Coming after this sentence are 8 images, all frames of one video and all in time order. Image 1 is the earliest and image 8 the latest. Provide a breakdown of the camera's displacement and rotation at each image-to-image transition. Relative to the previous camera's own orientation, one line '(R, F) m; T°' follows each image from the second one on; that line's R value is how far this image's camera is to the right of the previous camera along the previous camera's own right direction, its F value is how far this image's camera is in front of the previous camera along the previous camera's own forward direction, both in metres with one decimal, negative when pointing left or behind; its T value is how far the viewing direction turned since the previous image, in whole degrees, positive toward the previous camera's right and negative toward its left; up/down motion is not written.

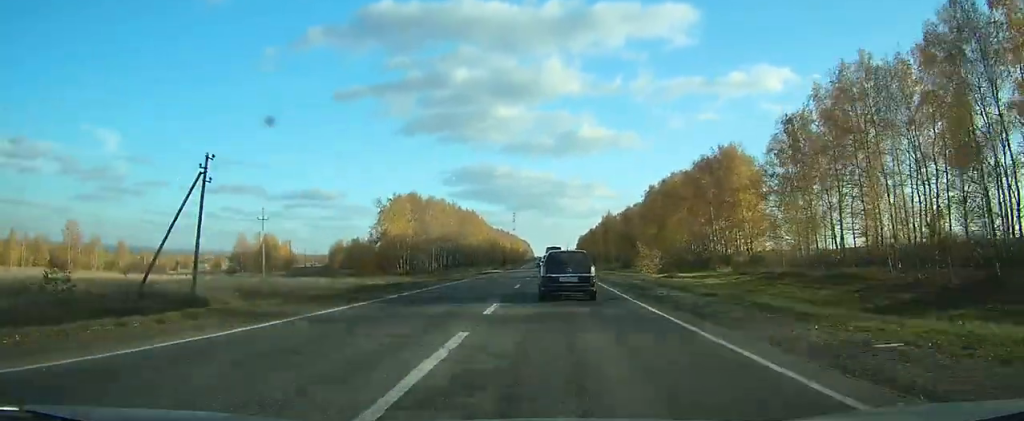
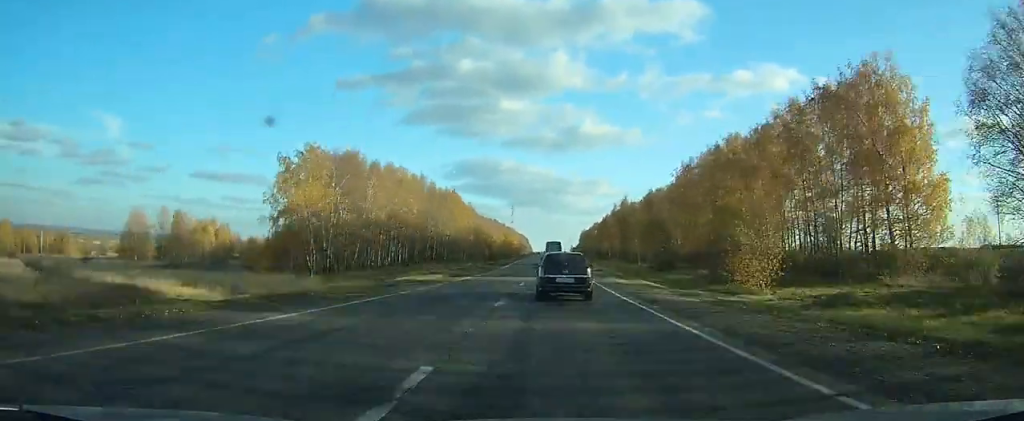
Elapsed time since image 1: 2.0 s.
(0.0, +46.0) m; 0°
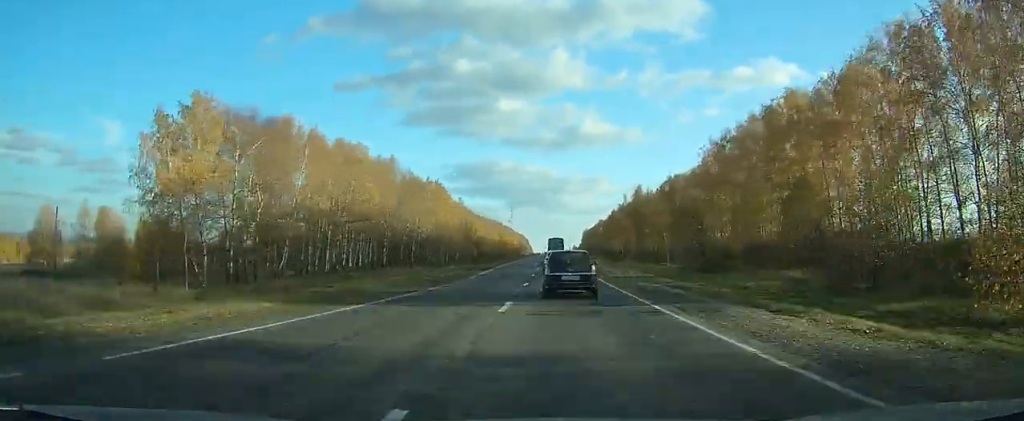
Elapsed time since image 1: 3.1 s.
(0.0, +26.1) m; 0°
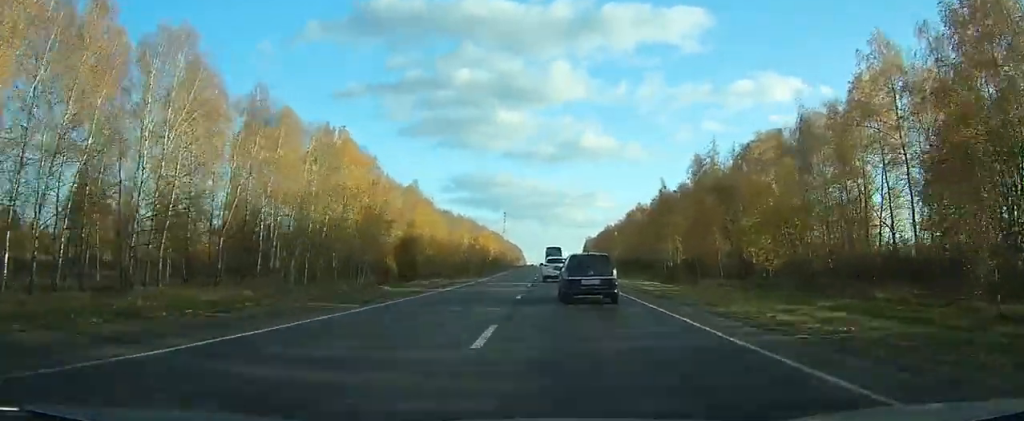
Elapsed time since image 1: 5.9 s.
(+0.1, +64.8) m; 0°
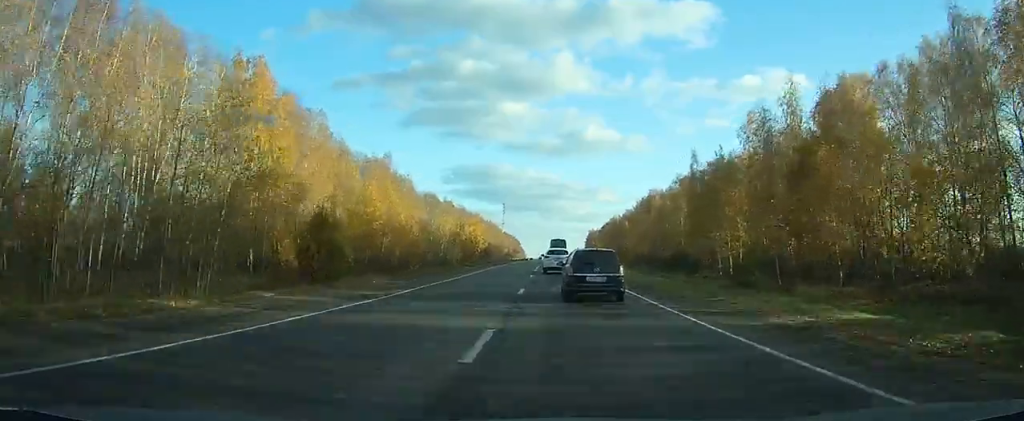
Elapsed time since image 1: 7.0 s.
(0.0, +24.8) m; 0°
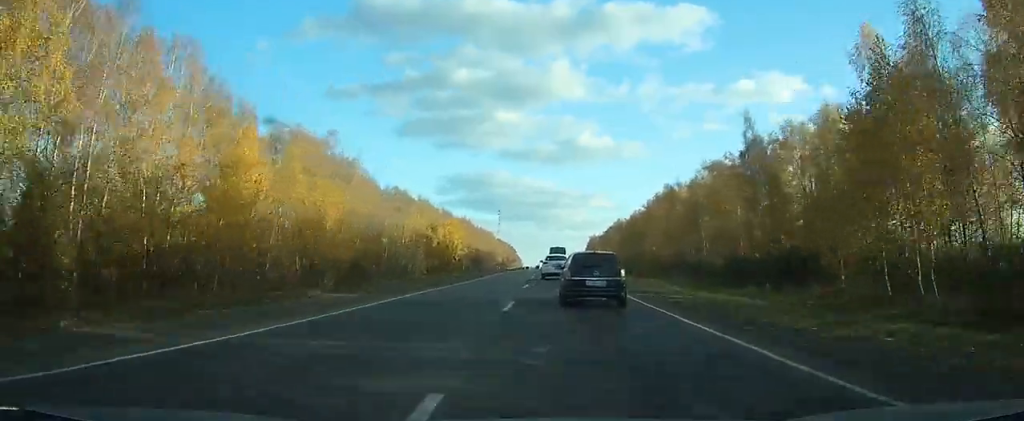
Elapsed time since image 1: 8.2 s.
(0.0, +30.1) m; 0°
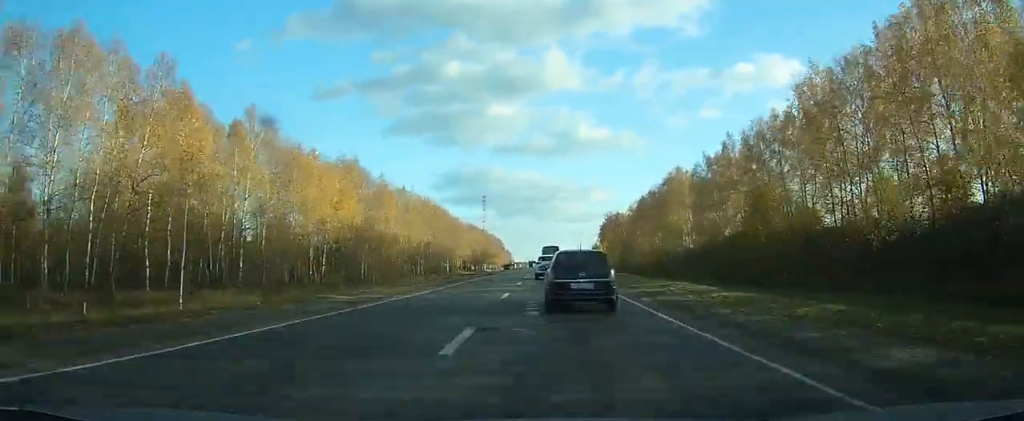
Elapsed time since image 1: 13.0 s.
(+0.1, +116.6) m; 0°
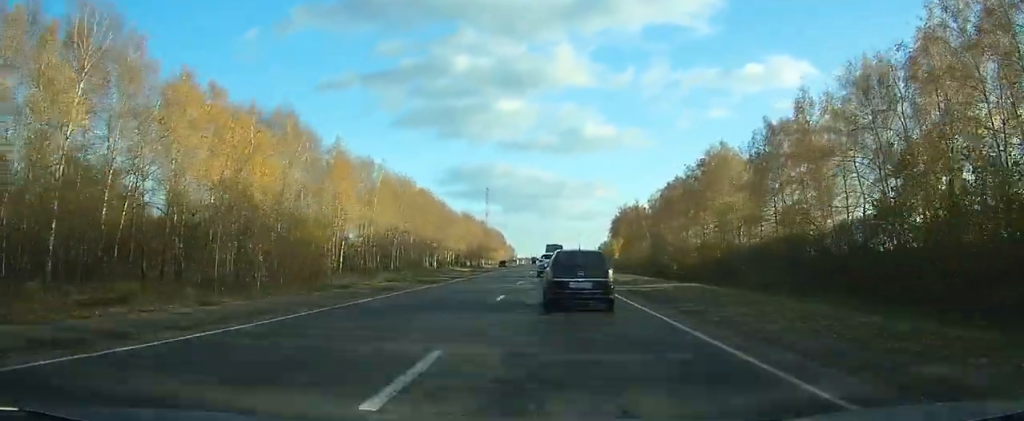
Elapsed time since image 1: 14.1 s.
(0.0, +25.1) m; +1°
